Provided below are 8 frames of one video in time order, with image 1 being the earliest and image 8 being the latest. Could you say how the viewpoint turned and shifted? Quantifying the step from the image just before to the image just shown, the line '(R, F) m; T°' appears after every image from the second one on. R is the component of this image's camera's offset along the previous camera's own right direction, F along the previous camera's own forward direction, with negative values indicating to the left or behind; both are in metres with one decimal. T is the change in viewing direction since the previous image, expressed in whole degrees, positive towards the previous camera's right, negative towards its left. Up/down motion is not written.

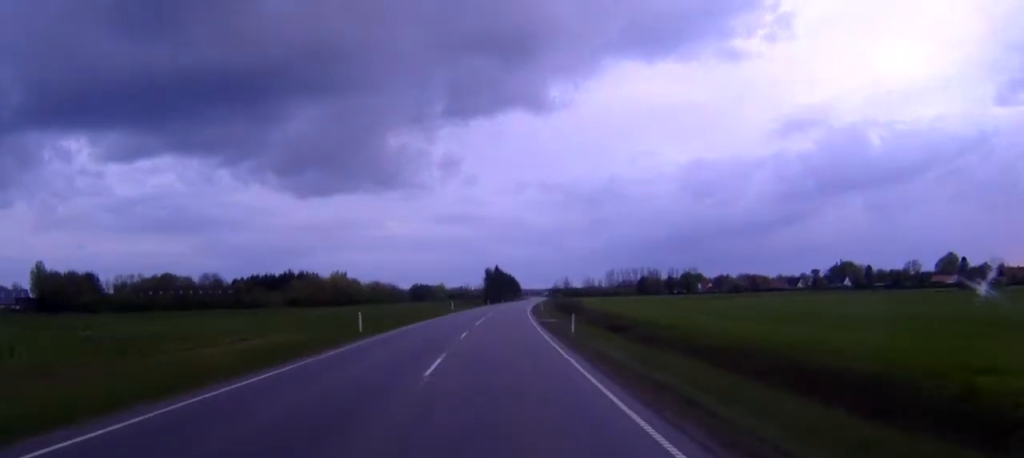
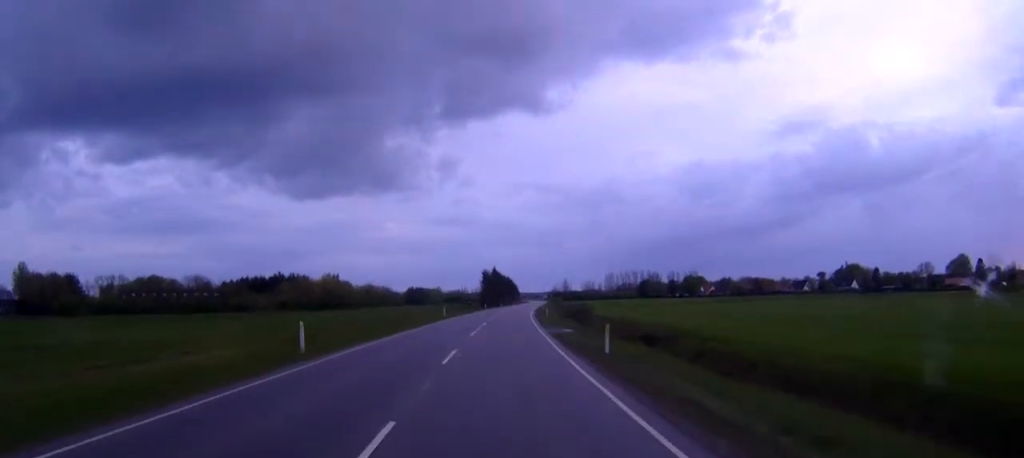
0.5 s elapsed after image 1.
(+0.1, +11.1) m; 0°
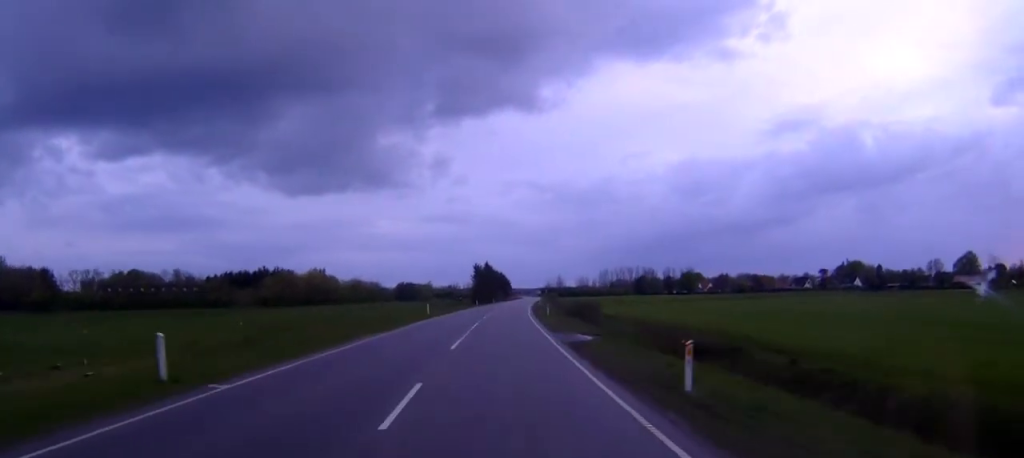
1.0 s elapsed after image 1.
(0.0, +11.2) m; 0°
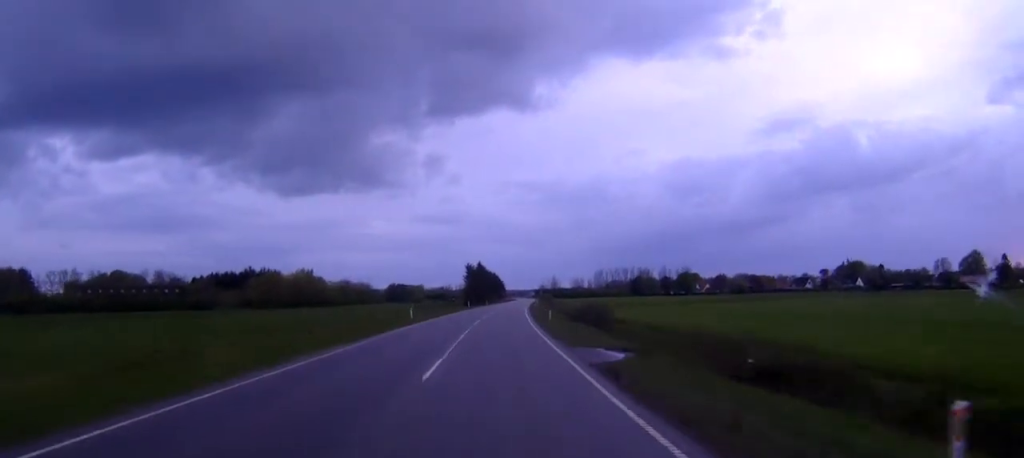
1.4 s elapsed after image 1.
(+0.1, +8.8) m; 0°
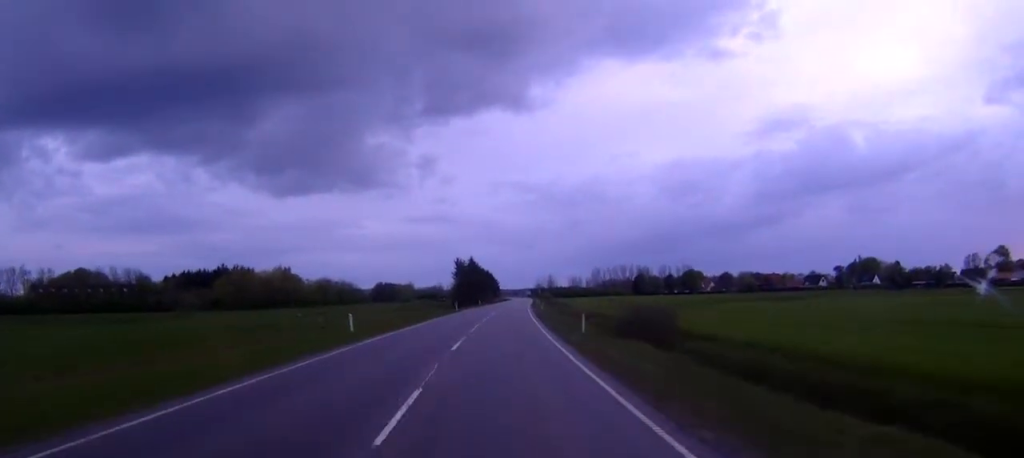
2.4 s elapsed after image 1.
(+0.2, +22.8) m; +1°
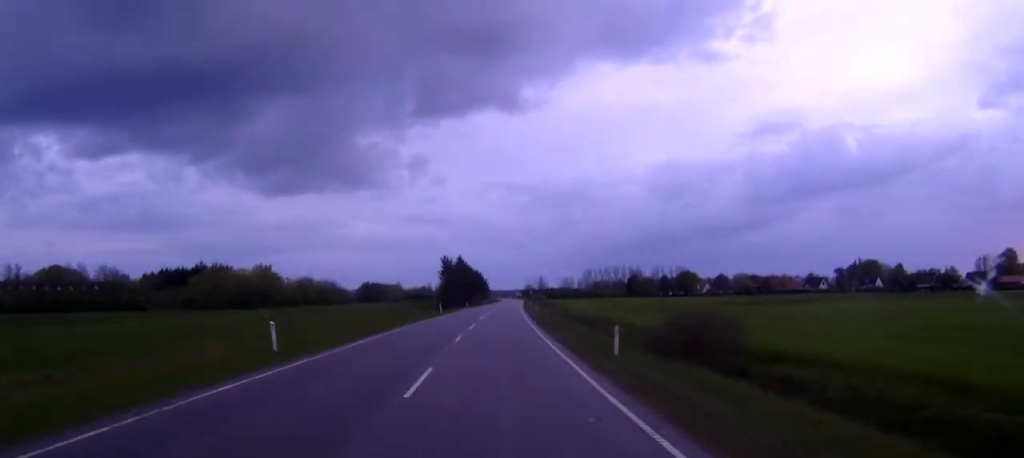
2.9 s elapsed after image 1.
(0.0, +11.0) m; 0°
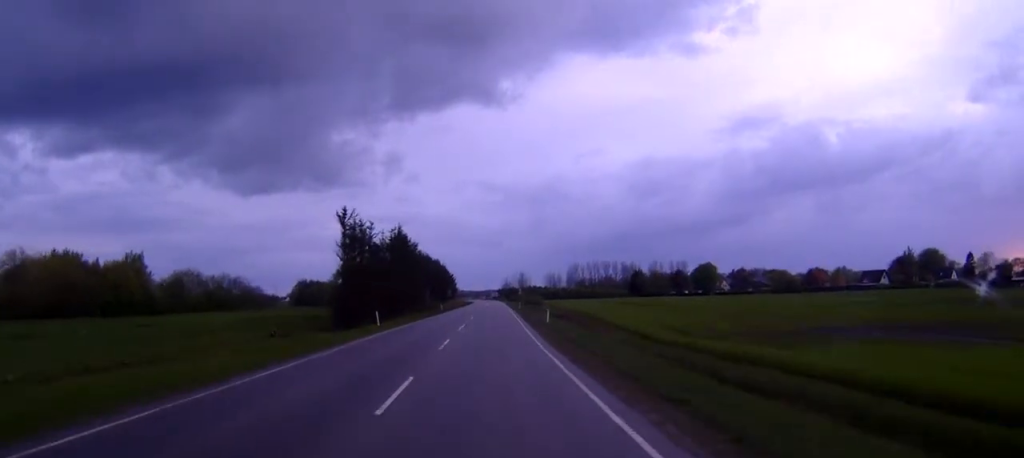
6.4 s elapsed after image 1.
(+2.2, +76.7) m; +3°
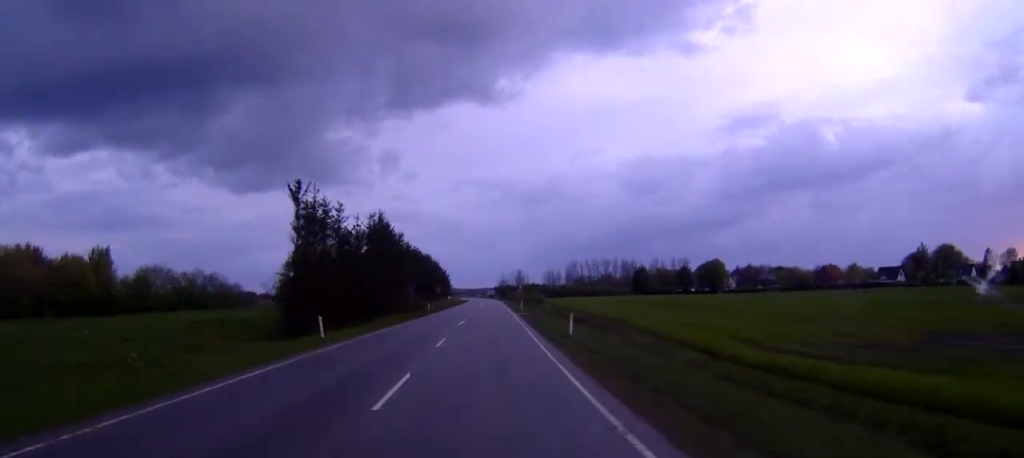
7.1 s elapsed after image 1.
(0.0, +14.6) m; 0°
